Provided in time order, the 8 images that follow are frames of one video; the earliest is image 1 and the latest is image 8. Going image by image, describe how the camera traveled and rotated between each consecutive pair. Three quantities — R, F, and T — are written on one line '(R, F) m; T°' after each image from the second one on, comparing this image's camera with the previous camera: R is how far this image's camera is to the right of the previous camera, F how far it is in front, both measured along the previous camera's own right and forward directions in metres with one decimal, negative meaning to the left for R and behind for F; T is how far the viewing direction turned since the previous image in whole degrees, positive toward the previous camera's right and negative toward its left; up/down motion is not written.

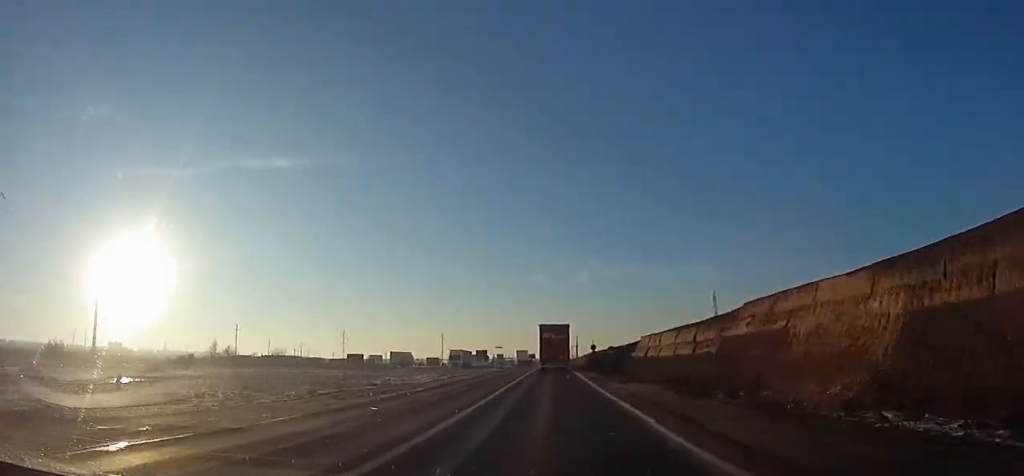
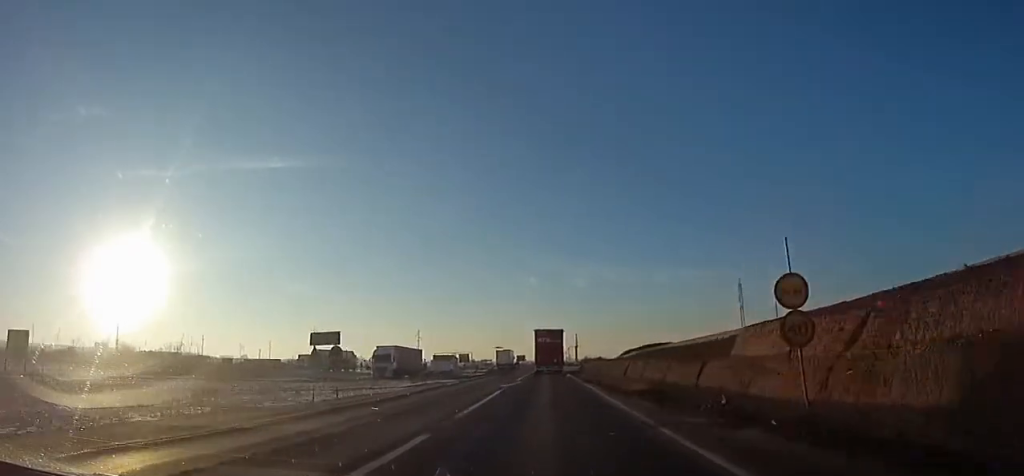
(+0.3, +41.8) m; -2°
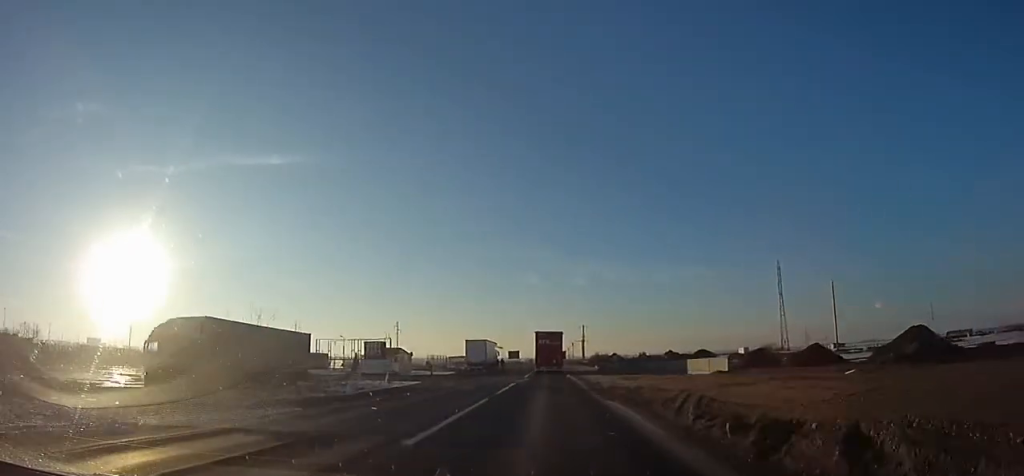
(-0.8, +36.9) m; +1°
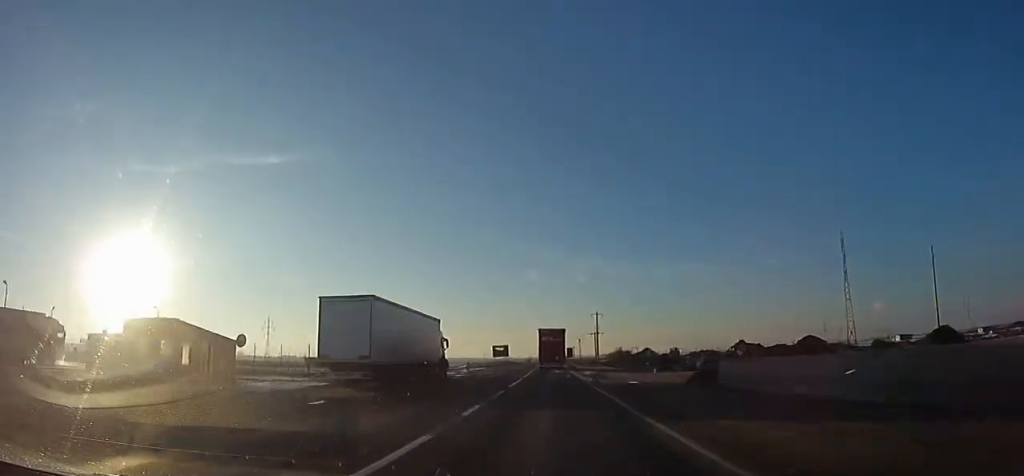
(+1.4, +41.2) m; +1°
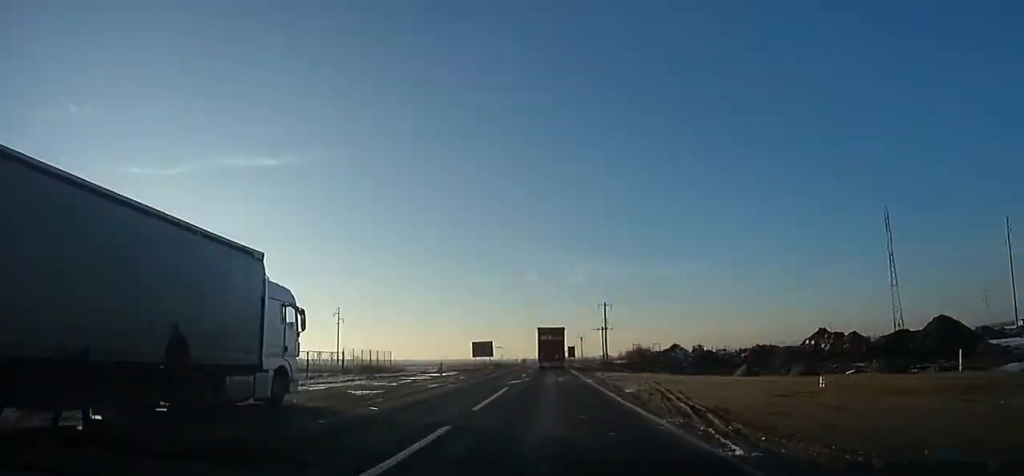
(-0.8, +22.2) m; 0°
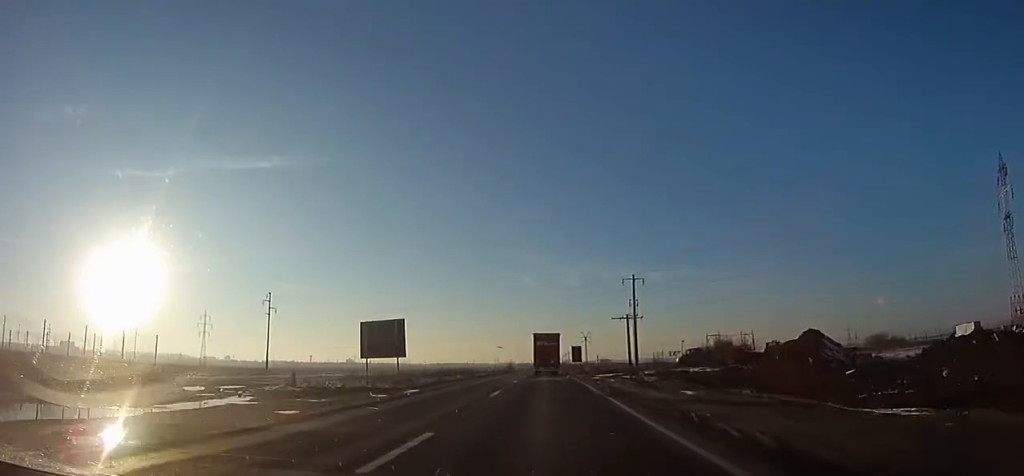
(+0.4, +39.2) m; 0°
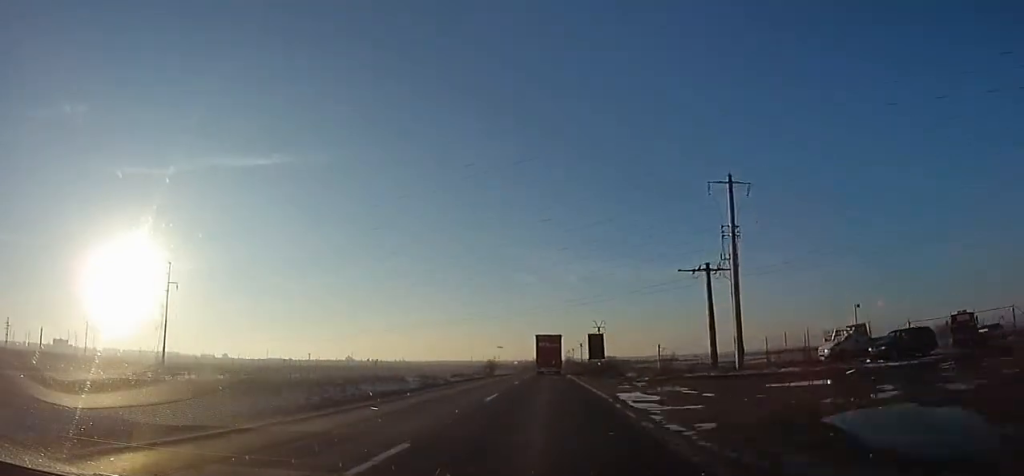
(-0.7, +36.3) m; -2°
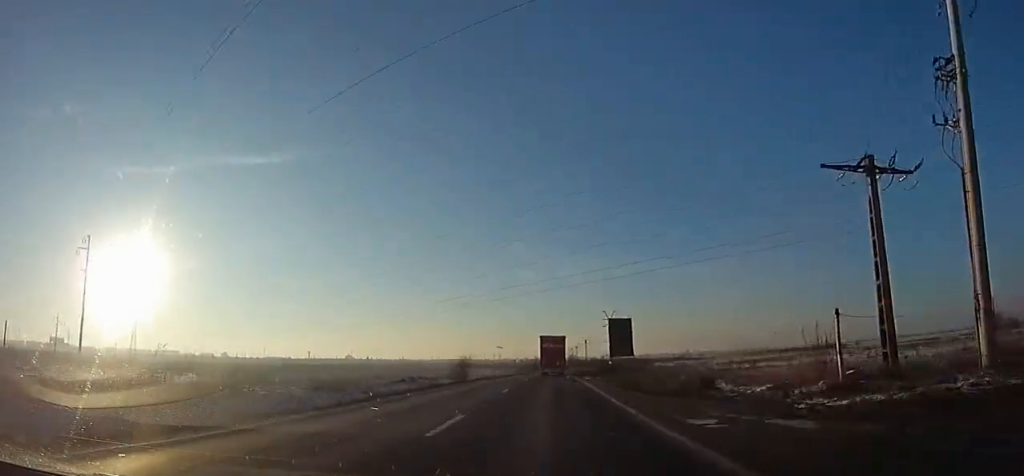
(-0.2, +19.5) m; 0°
